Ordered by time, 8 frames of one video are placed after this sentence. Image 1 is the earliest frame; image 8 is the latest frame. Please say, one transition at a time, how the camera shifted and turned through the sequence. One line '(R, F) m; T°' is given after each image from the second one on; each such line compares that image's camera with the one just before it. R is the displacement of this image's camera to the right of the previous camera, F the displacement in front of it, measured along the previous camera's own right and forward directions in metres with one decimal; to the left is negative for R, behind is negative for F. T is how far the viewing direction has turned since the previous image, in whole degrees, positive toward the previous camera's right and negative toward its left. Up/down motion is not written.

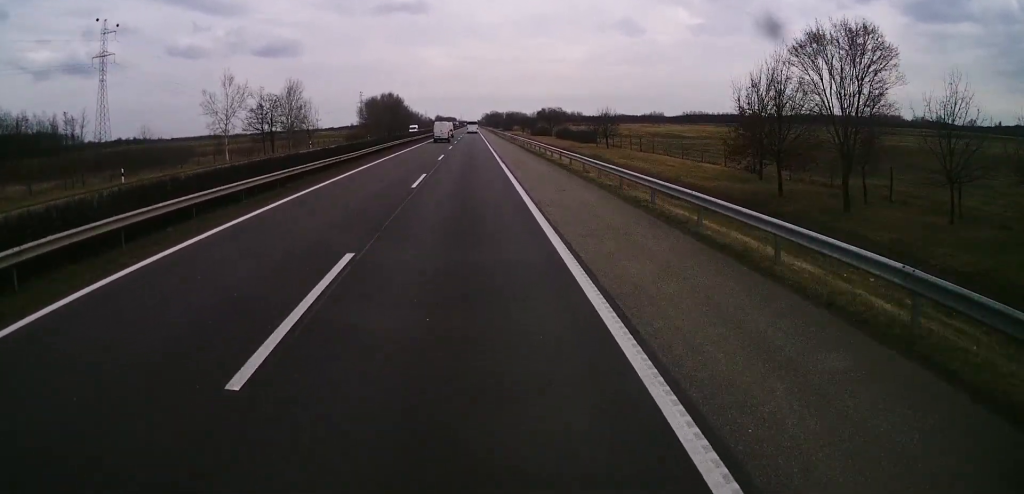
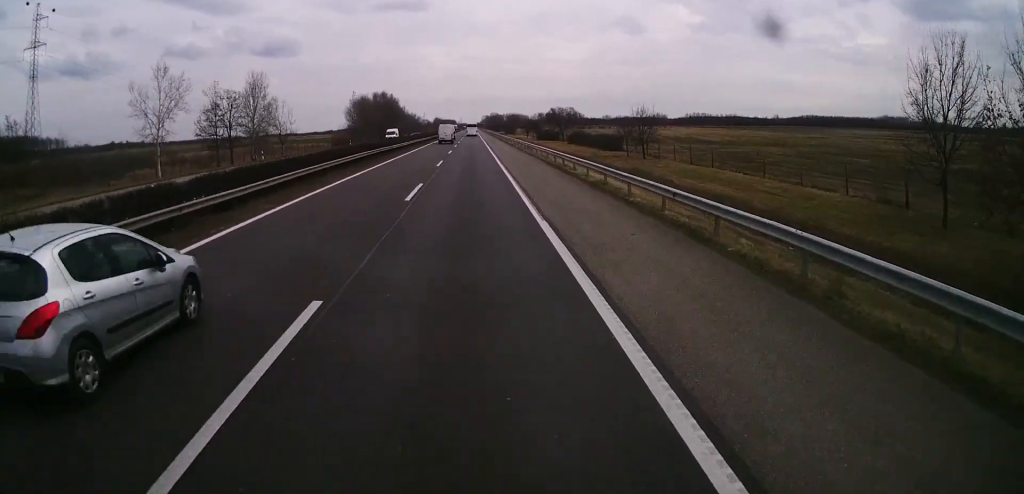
(-0.1, +20.8) m; 0°
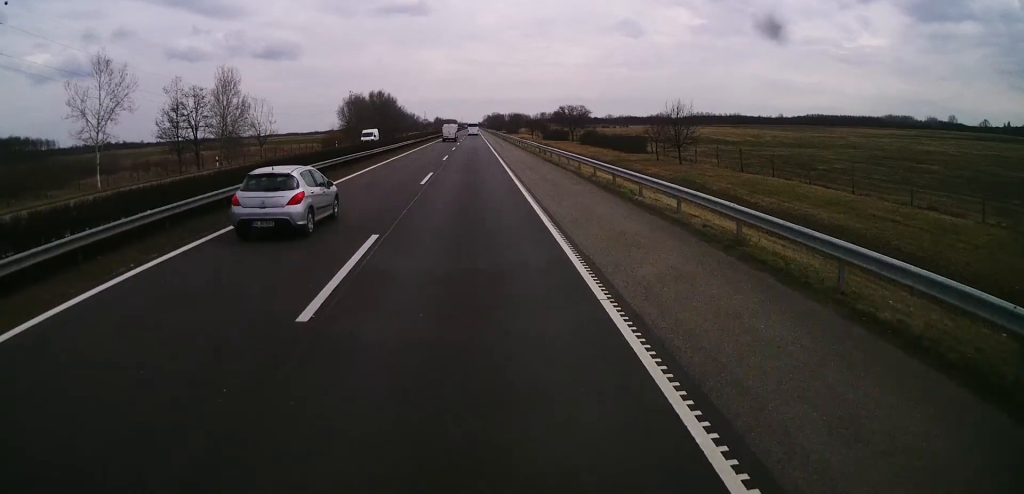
(+0.1, +13.1) m; 0°
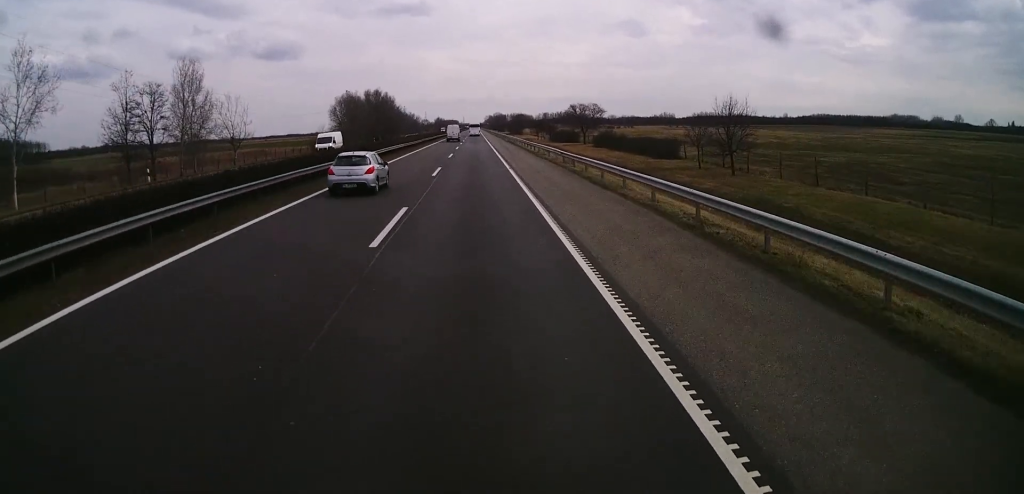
(-0.1, +13.1) m; 0°
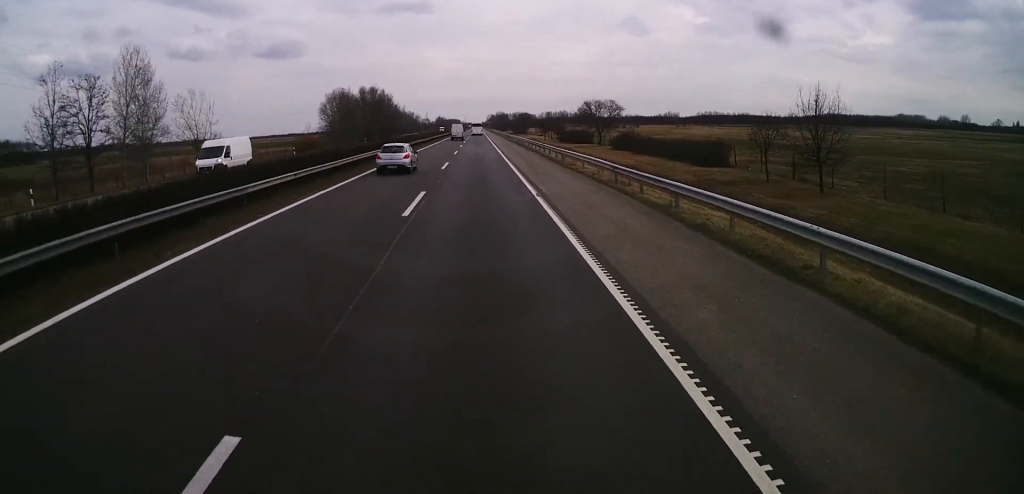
(0.0, +13.9) m; 0°
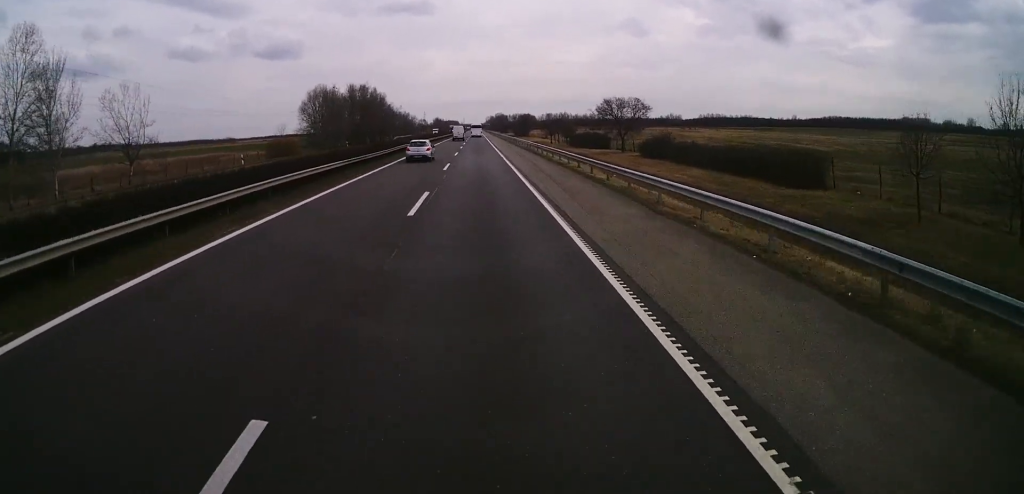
(0.0, +17.7) m; 0°
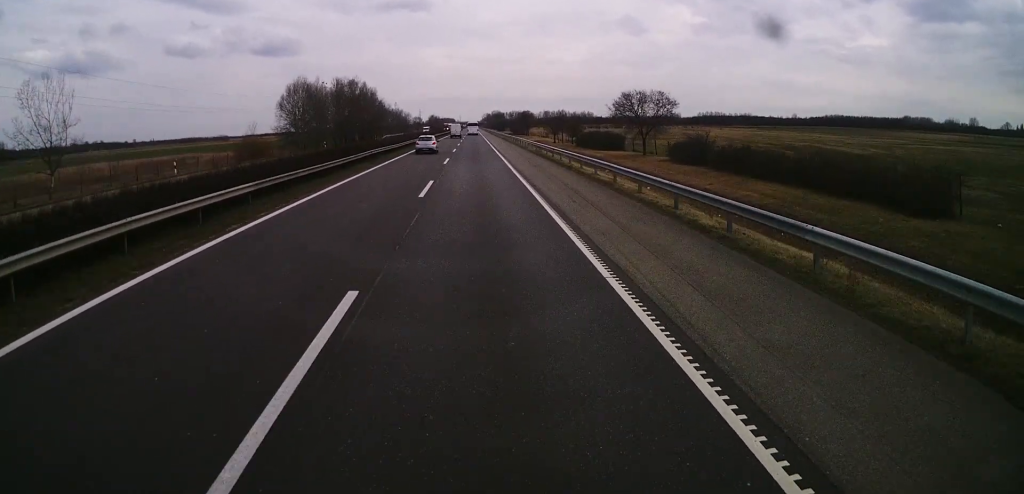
(+0.1, +13.8) m; 0°
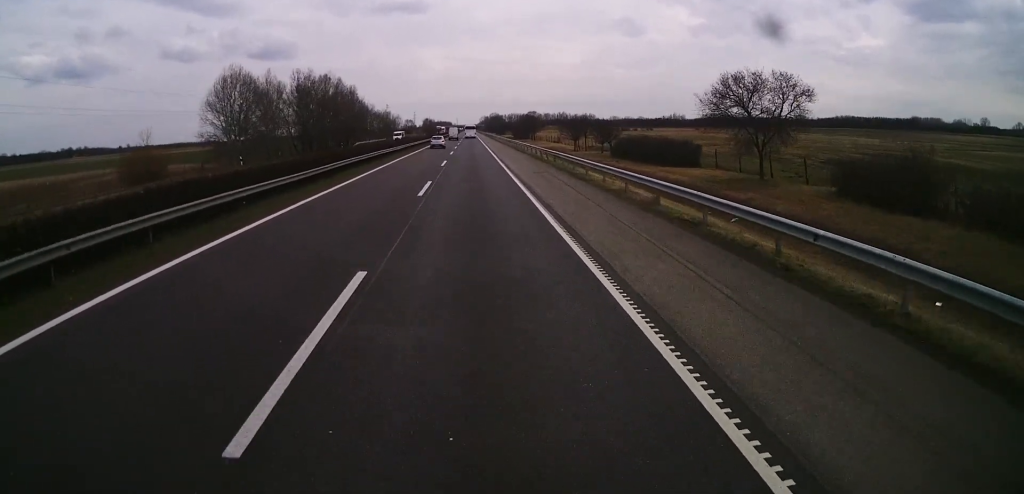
(0.0, +34.7) m; -1°
